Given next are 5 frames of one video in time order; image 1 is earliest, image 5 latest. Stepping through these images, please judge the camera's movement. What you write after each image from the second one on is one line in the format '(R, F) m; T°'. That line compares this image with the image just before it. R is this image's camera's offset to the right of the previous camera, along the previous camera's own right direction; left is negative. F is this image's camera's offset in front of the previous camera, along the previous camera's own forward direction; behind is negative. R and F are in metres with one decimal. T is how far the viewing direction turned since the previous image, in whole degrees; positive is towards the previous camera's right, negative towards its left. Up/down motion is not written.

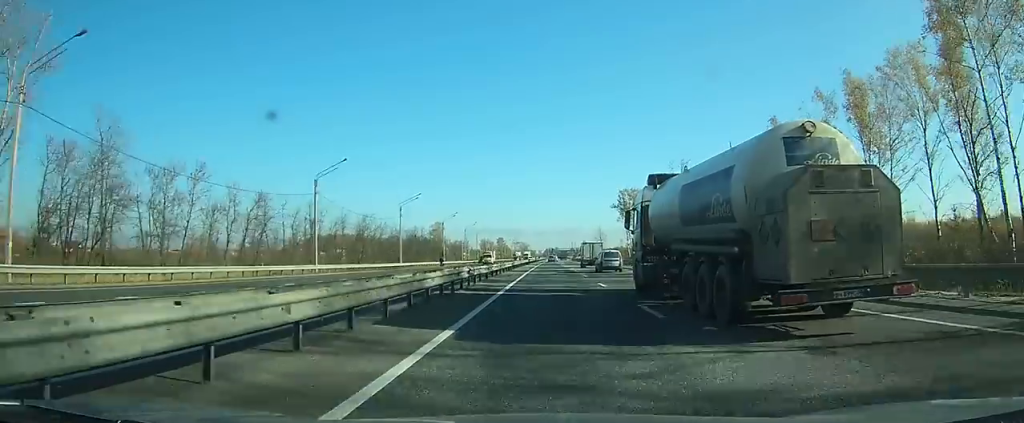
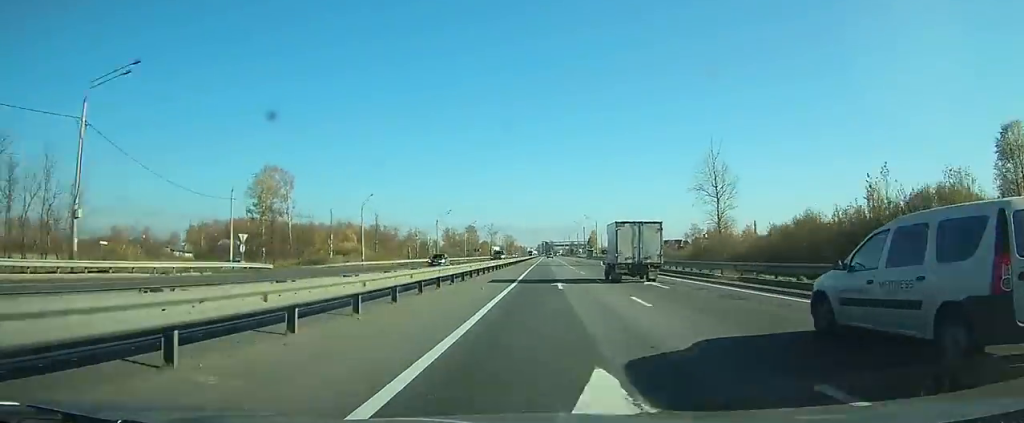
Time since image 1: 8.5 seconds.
(+1.9, +172.3) m; +2°
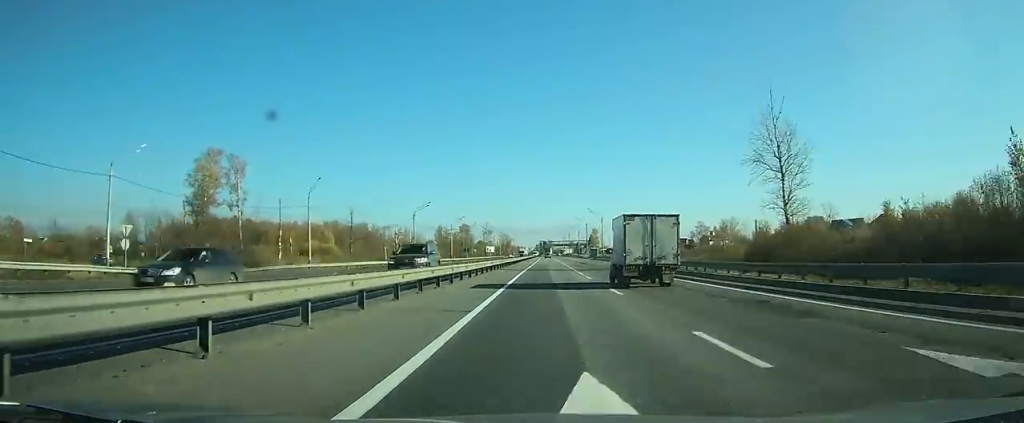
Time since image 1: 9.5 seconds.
(+0.1, +18.9) m; 0°
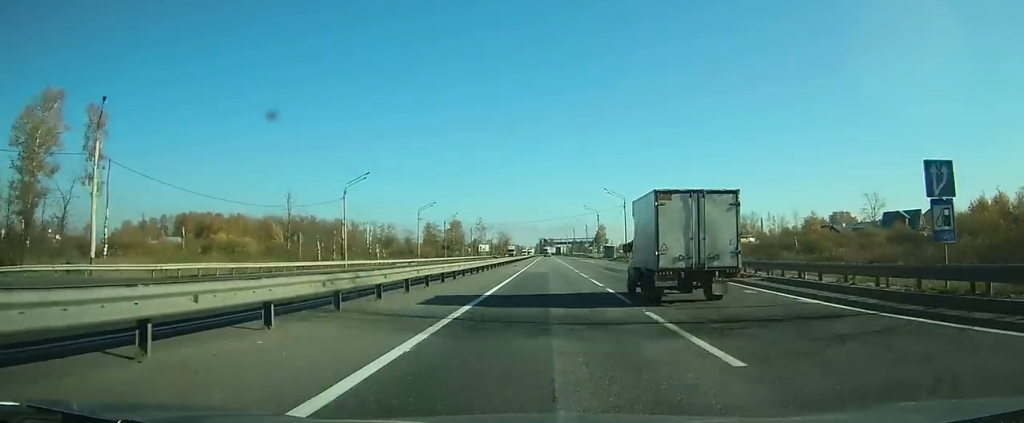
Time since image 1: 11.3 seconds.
(-0.1, +34.6) m; -1°
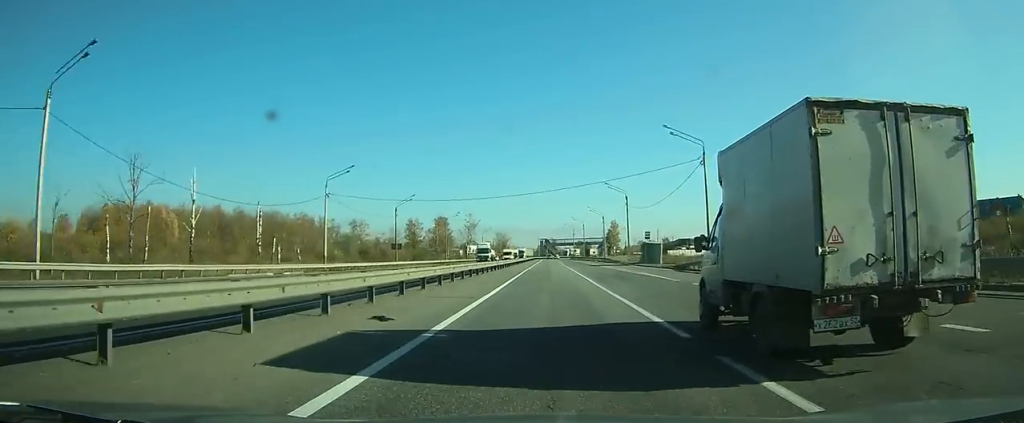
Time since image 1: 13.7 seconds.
(-0.3, +46.3) m; 0°
